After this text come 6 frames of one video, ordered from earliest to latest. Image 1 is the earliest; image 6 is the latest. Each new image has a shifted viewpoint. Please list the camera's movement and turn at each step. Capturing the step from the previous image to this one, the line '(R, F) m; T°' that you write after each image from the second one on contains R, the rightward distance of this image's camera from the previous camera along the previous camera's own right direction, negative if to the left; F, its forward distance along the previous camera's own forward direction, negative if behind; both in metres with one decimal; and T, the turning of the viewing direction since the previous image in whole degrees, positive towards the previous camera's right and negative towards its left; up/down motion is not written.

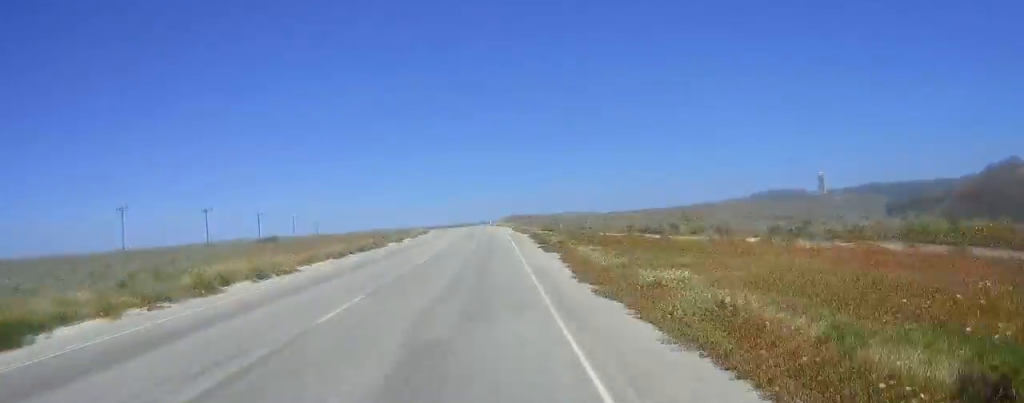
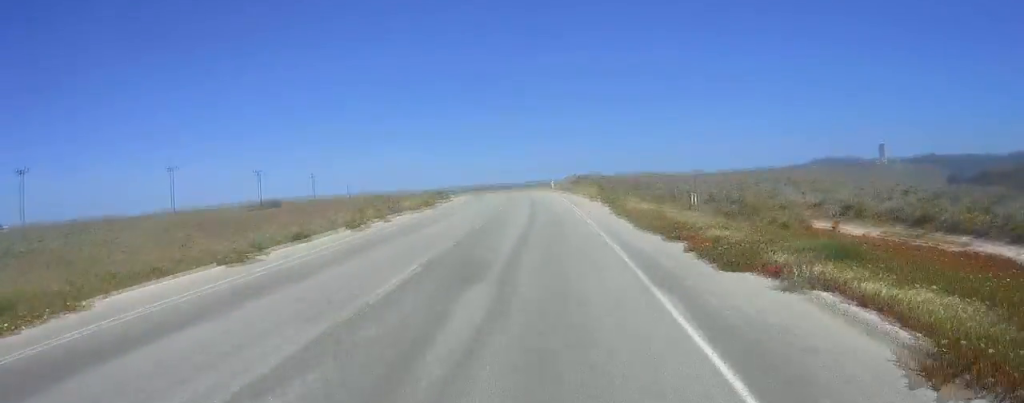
(-1.4, +43.0) m; -4°
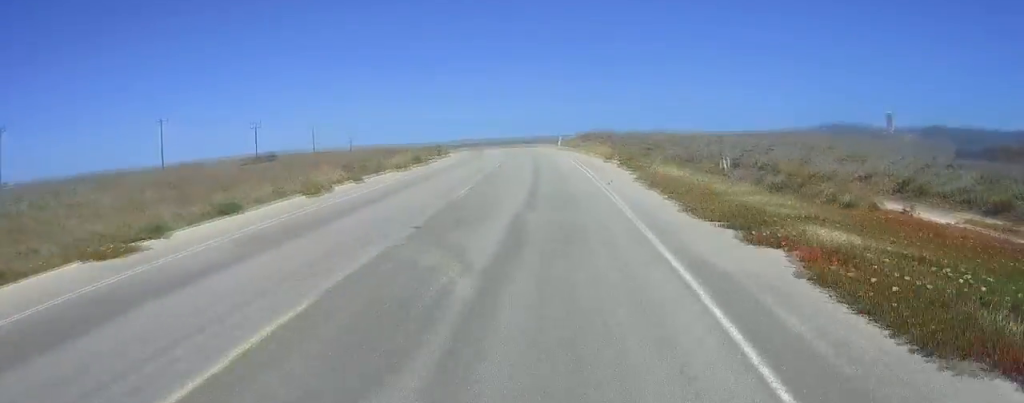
(-0.1, +5.7) m; 0°
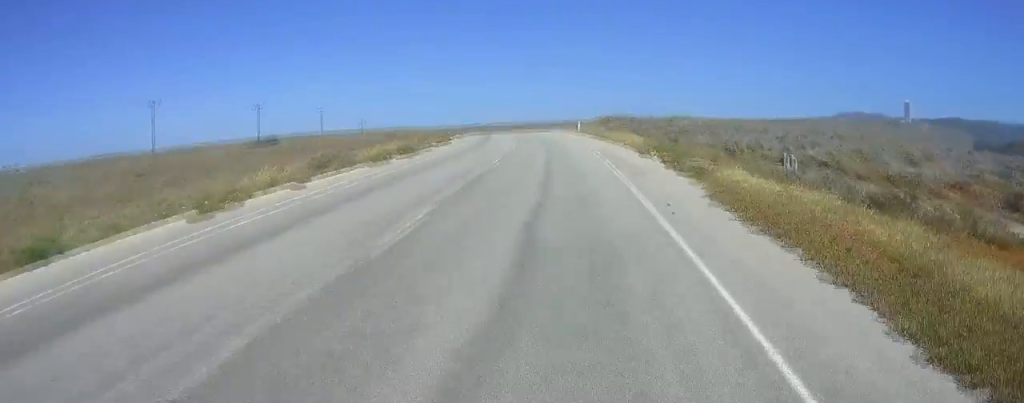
(0.0, +7.8) m; -1°
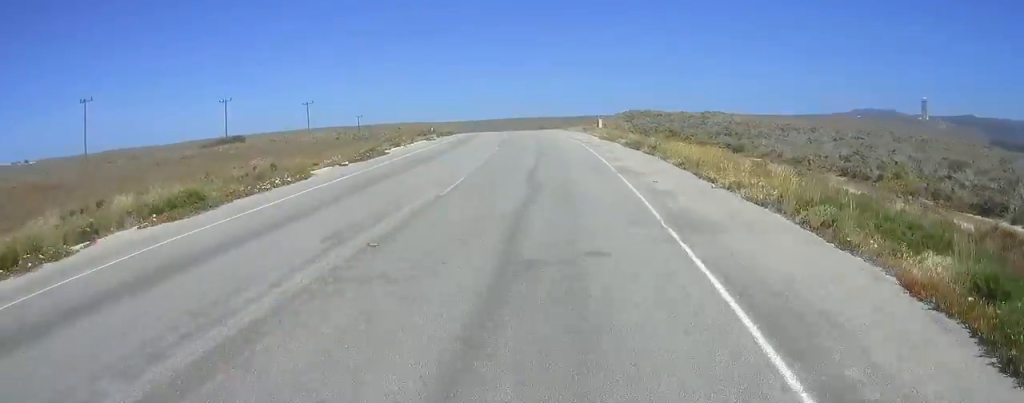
(-0.1, +34.1) m; 0°
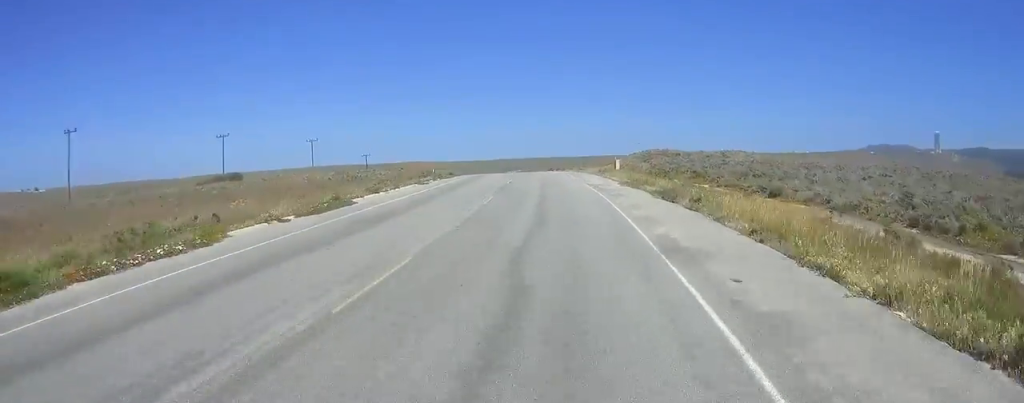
(0.0, +6.2) m; 0°
